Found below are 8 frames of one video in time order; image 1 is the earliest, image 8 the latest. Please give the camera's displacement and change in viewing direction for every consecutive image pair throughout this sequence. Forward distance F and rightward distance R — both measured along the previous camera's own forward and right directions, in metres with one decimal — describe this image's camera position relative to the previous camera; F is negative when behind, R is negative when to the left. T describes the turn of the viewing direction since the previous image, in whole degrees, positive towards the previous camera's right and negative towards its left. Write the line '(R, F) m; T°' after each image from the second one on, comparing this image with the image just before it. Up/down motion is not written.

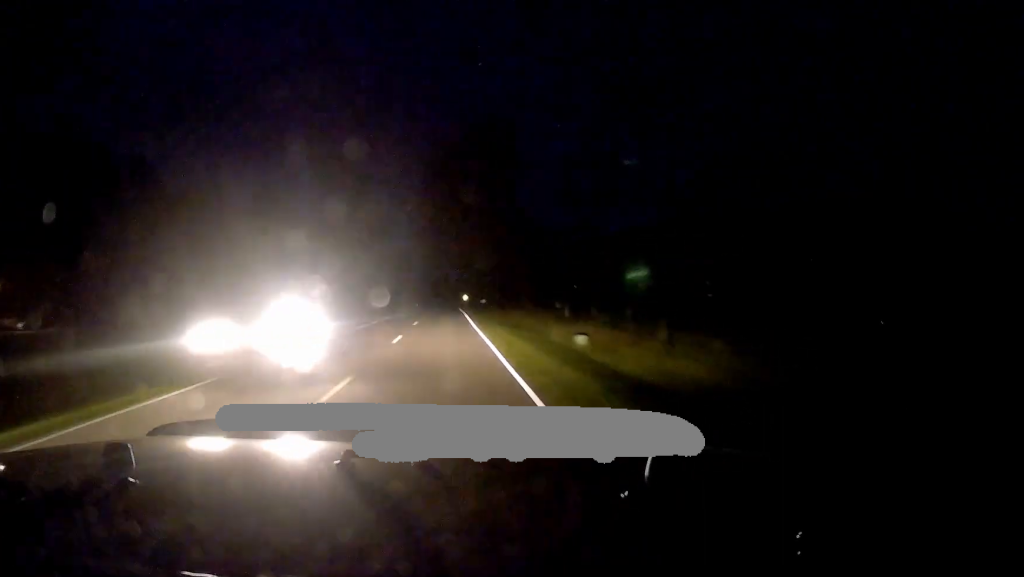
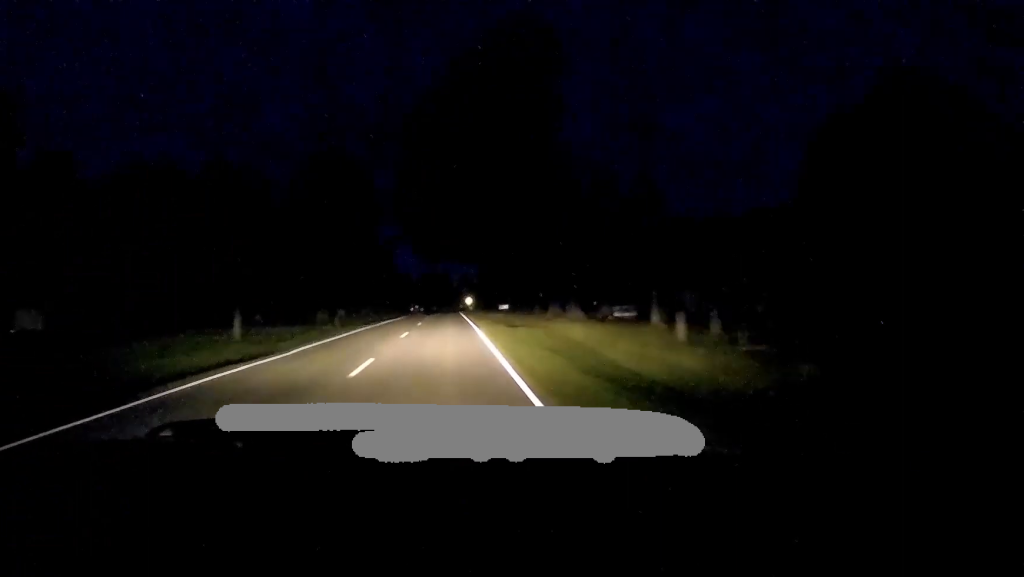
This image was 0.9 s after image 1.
(-0.6, +20.8) m; 0°
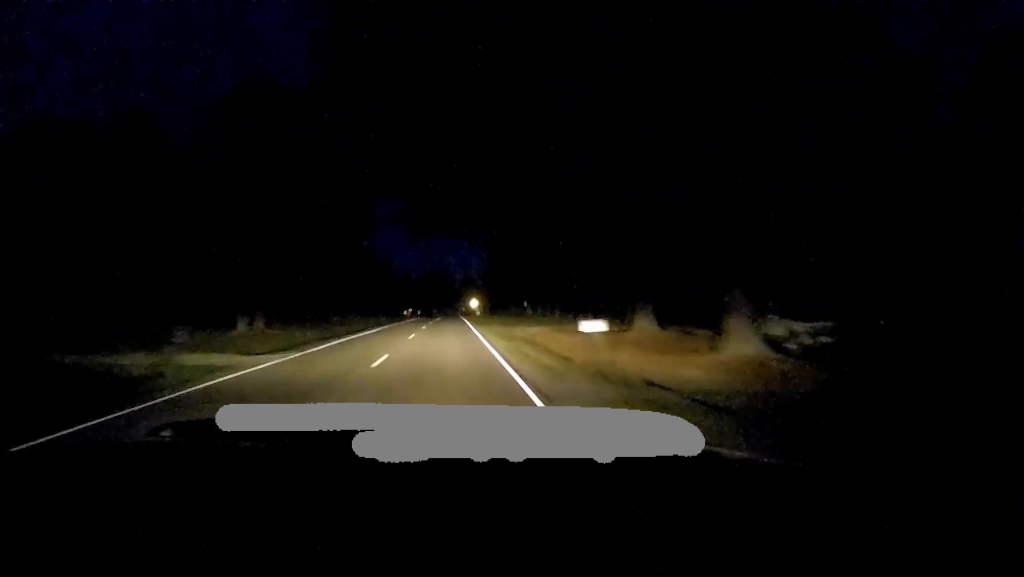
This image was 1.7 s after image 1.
(+0.6, +21.0) m; 0°
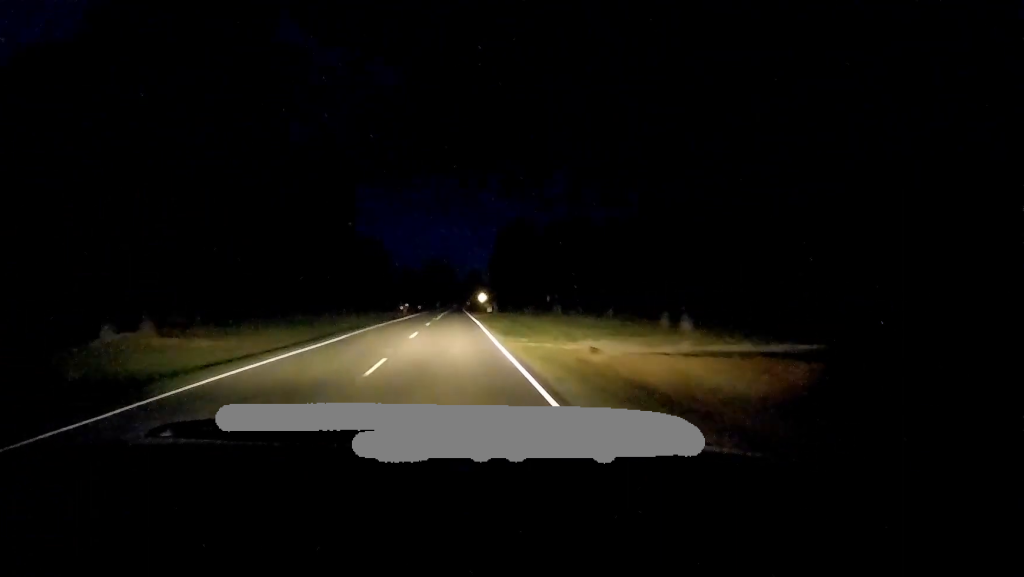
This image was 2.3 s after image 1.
(-0.3, +14.5) m; -1°
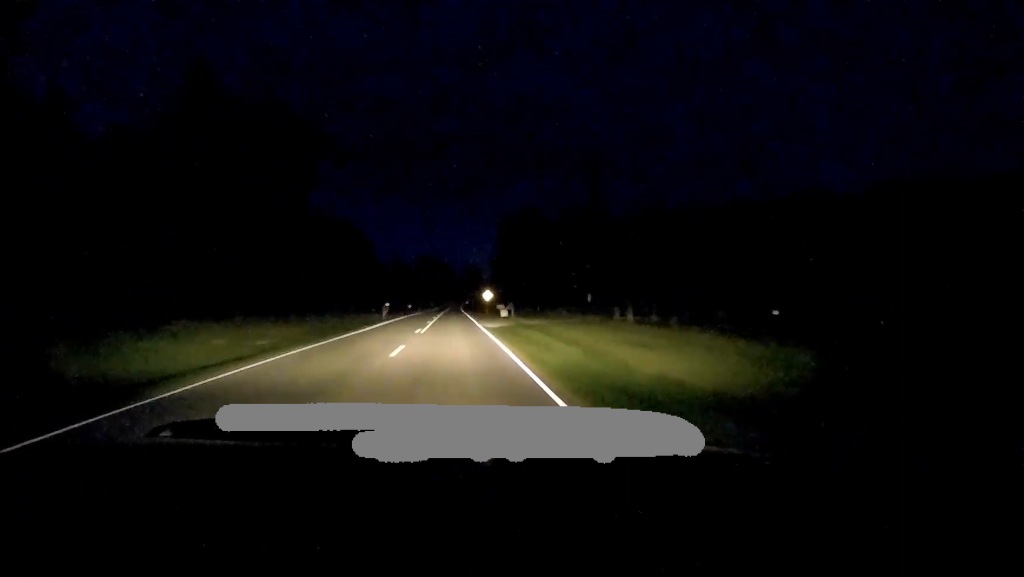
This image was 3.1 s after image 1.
(-0.3, +19.4) m; 0°
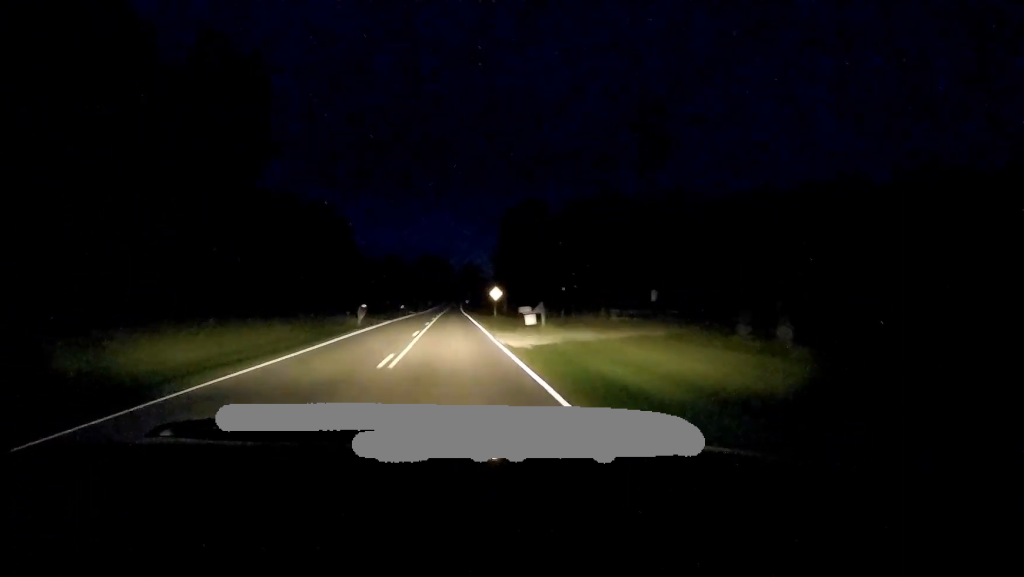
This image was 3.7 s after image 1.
(-0.1, +13.9) m; +1°
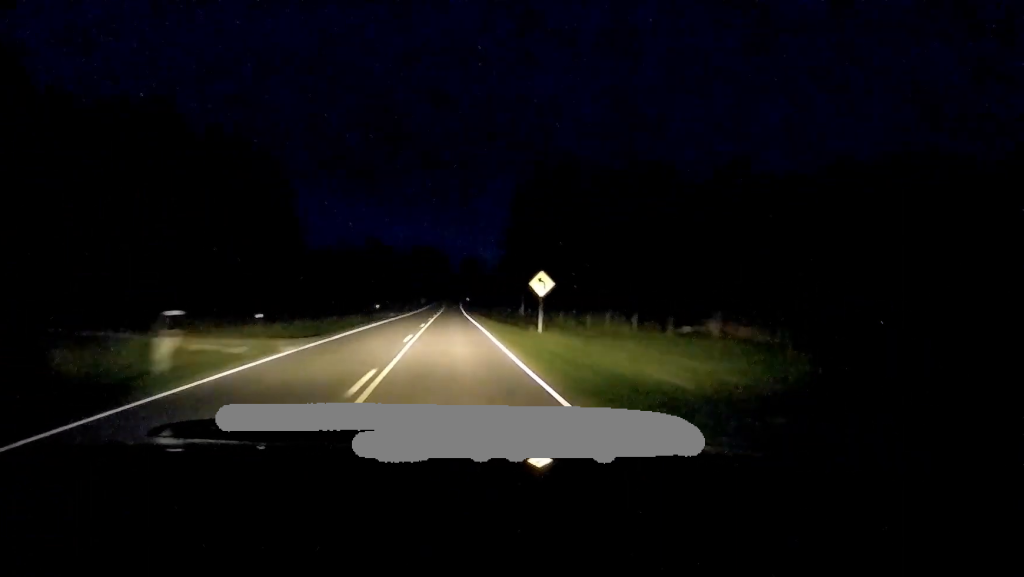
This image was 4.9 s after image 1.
(+0.6, +29.0) m; 0°
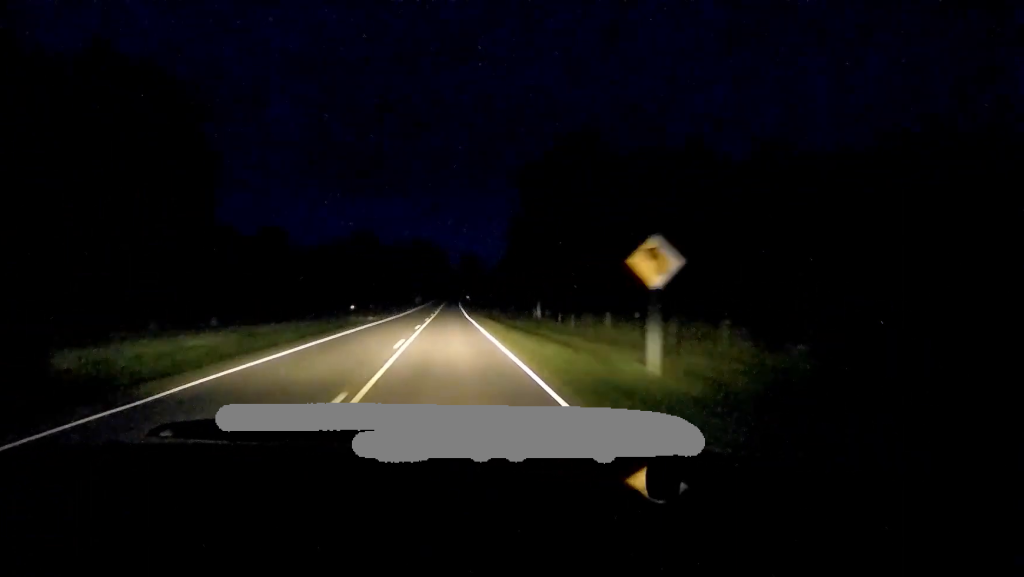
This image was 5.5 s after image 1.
(-0.4, +15.1) m; 0°
